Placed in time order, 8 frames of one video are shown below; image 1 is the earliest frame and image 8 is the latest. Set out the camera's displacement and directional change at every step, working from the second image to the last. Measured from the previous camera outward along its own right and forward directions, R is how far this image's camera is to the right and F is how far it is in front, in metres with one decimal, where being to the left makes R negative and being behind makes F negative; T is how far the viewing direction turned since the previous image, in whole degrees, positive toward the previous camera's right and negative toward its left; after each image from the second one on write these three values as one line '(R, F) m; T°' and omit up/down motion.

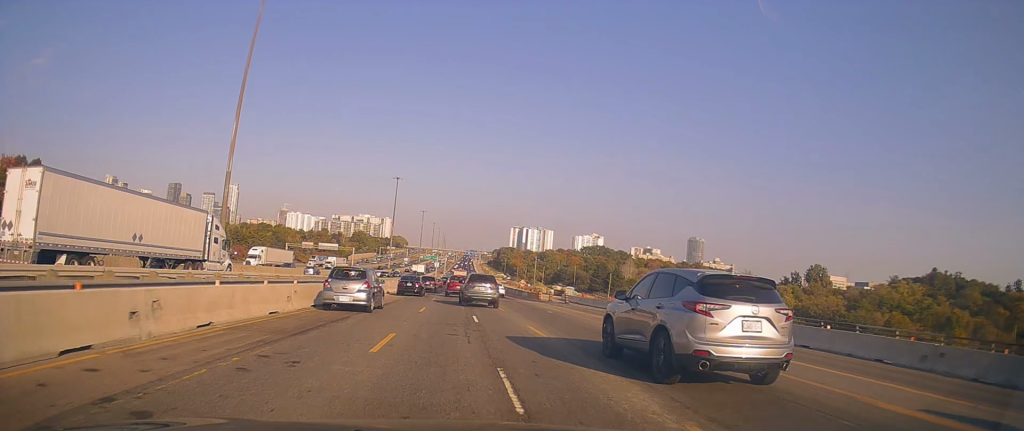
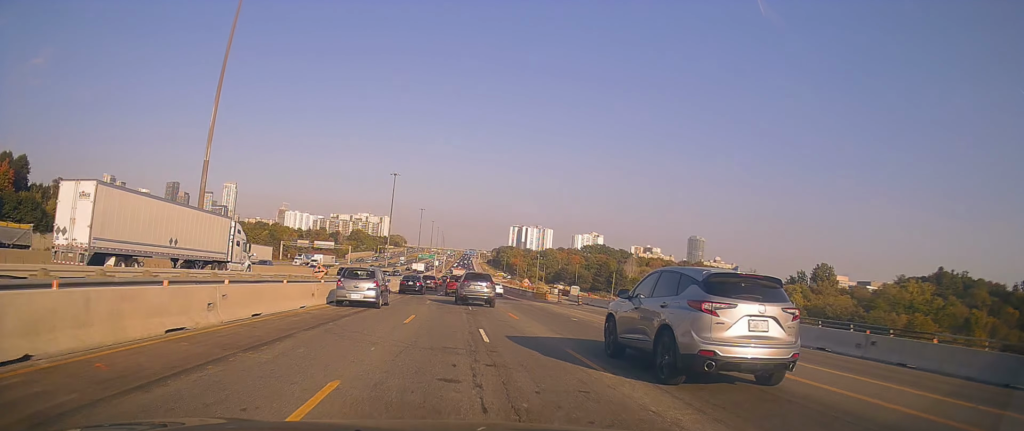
(-0.1, +6.0) m; -1°
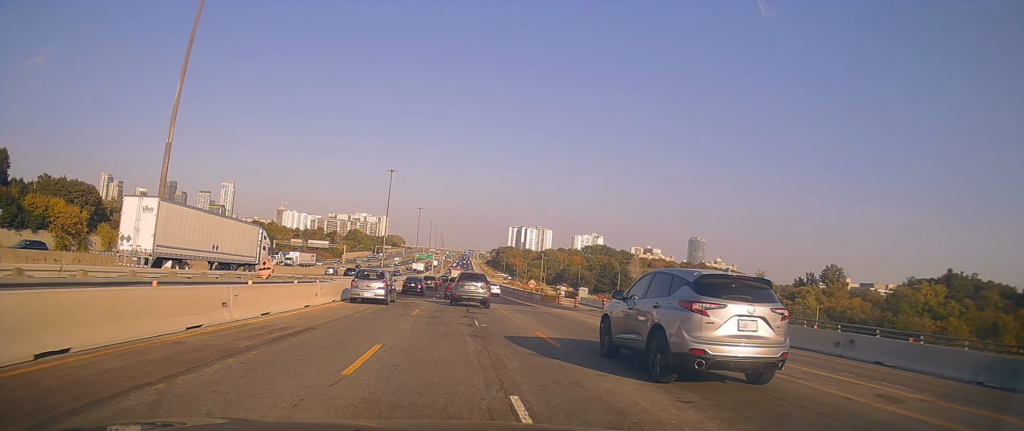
(0.0, +8.4) m; 0°
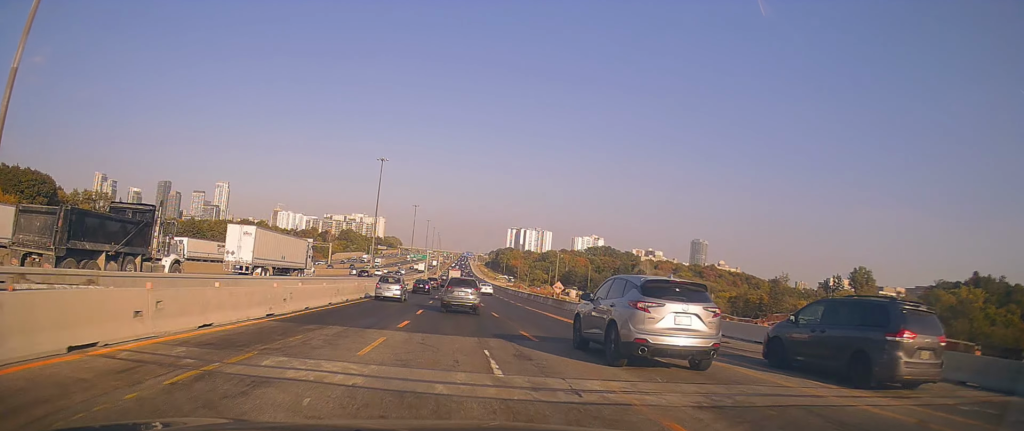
(0.0, +22.2) m; 0°
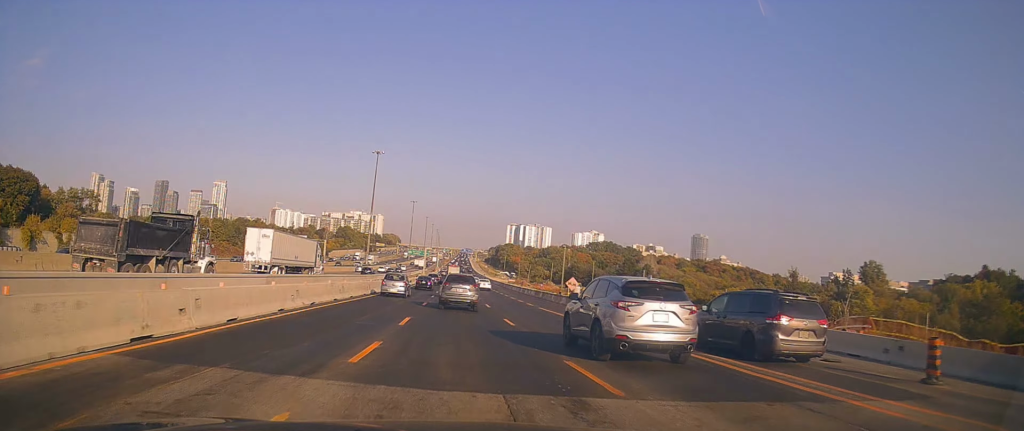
(0.0, +7.2) m; 0°
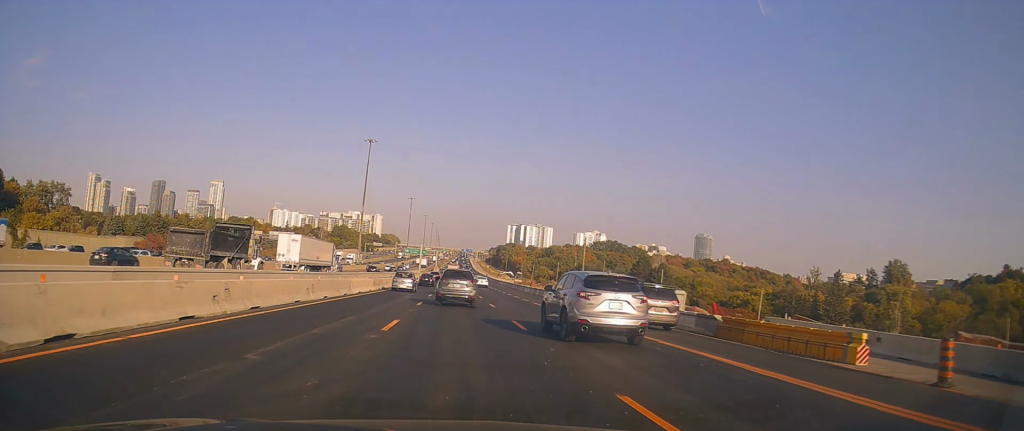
(+0.3, +15.9) m; +3°
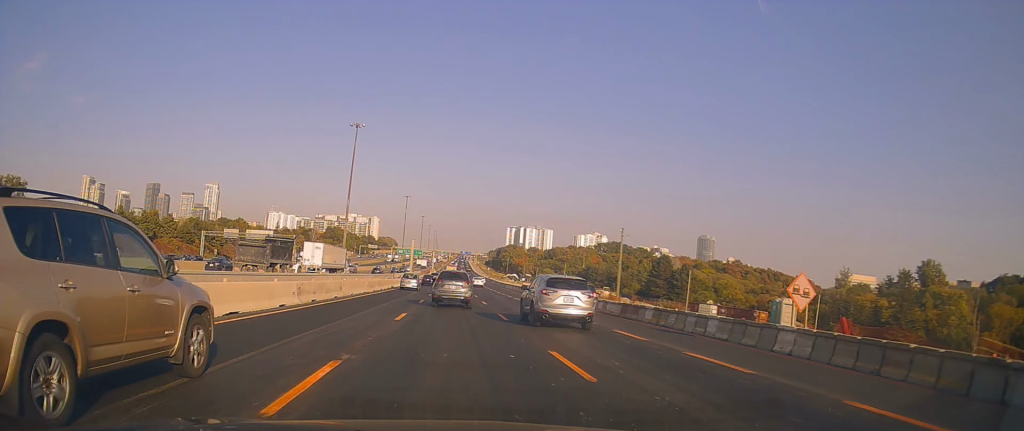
(+0.6, +20.2) m; 0°
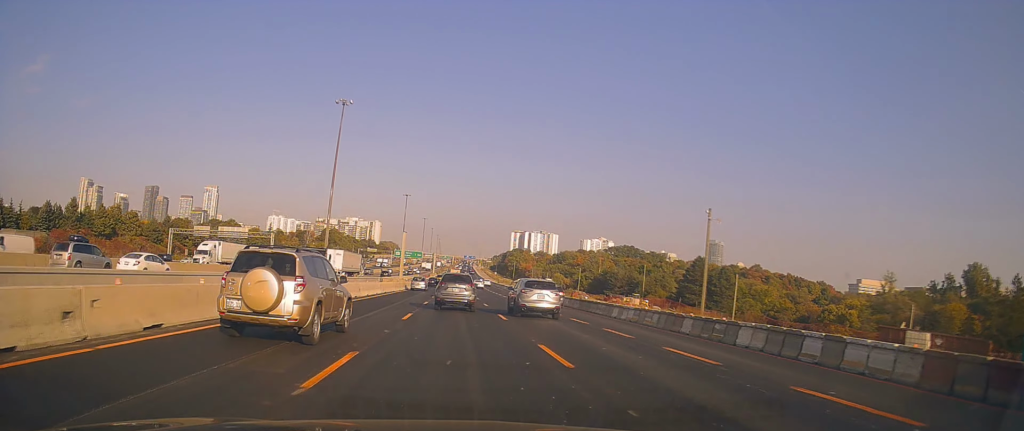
(-0.8, +22.4) m; -3°
